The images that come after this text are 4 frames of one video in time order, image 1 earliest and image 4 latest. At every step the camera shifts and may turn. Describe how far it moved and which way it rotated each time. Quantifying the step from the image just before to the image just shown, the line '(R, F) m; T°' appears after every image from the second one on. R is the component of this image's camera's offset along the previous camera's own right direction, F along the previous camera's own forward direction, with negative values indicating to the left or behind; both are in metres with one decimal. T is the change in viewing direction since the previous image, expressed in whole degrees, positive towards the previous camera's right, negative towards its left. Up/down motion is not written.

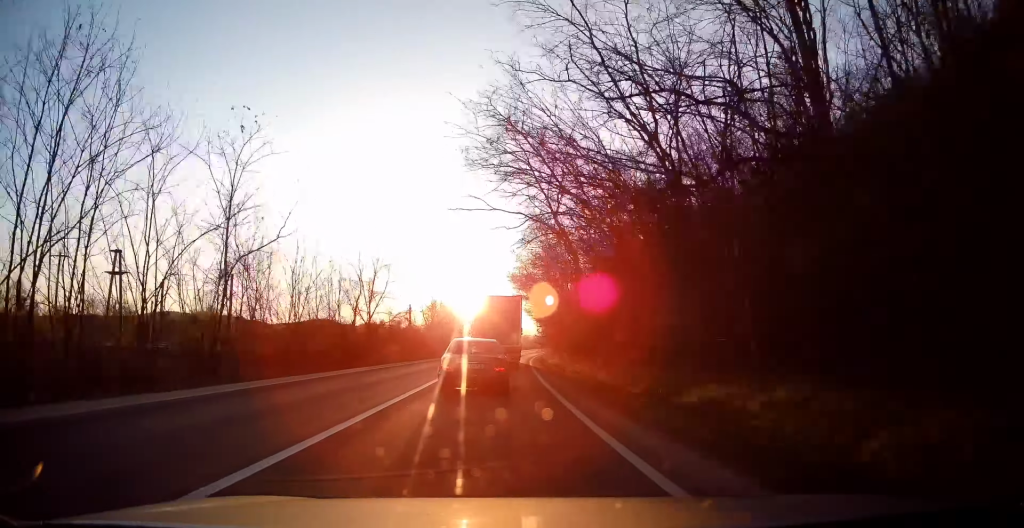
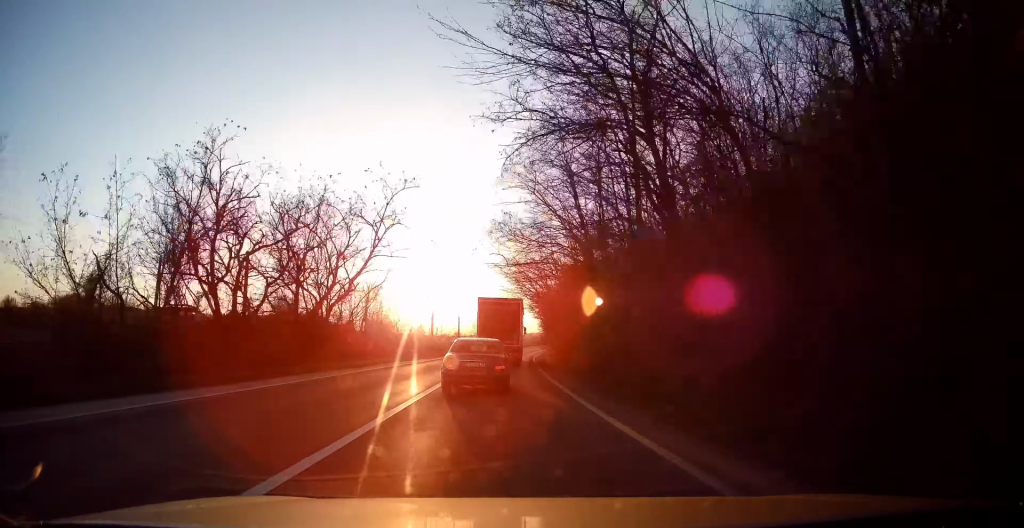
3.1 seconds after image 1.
(+1.0, +52.1) m; +3°
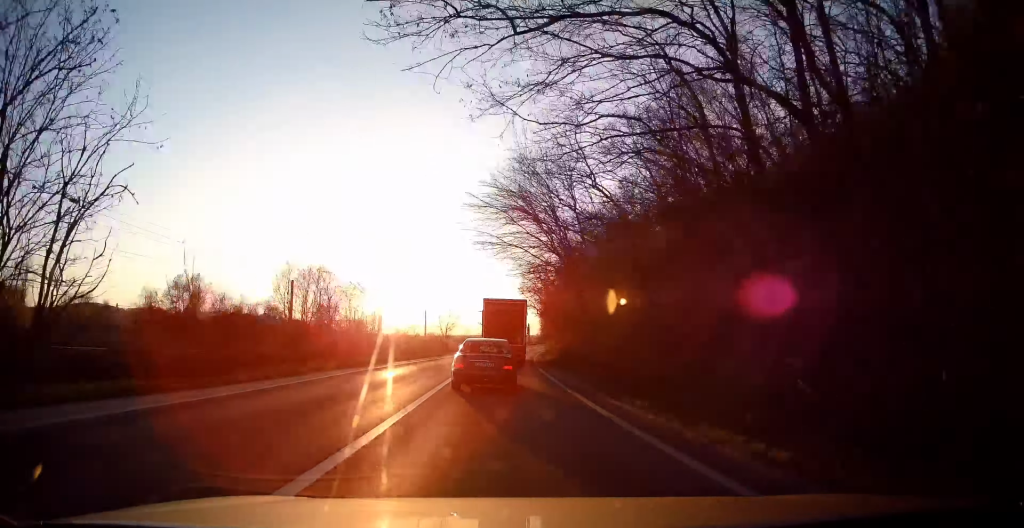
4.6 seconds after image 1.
(+0.7, +24.8) m; +3°
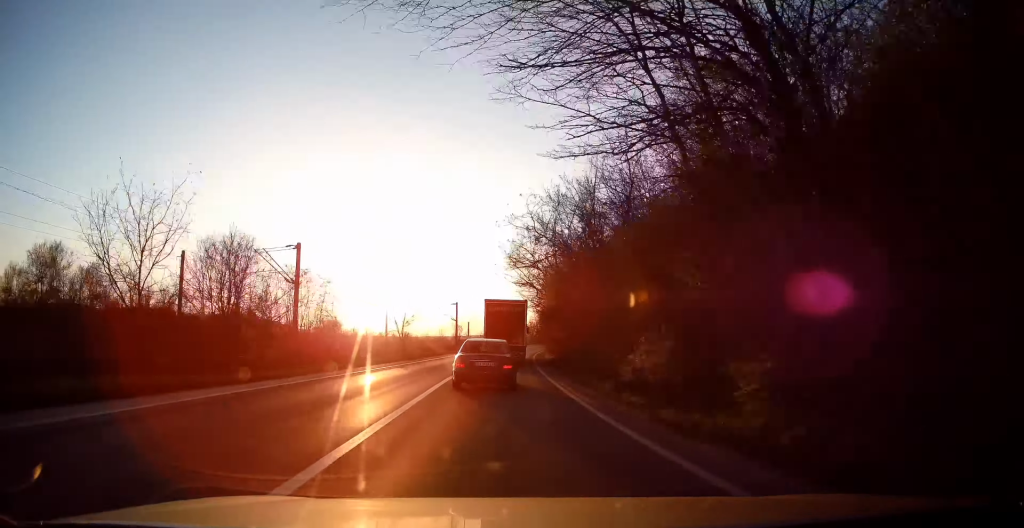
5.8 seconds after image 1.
(+0.3, +20.4) m; +3°
